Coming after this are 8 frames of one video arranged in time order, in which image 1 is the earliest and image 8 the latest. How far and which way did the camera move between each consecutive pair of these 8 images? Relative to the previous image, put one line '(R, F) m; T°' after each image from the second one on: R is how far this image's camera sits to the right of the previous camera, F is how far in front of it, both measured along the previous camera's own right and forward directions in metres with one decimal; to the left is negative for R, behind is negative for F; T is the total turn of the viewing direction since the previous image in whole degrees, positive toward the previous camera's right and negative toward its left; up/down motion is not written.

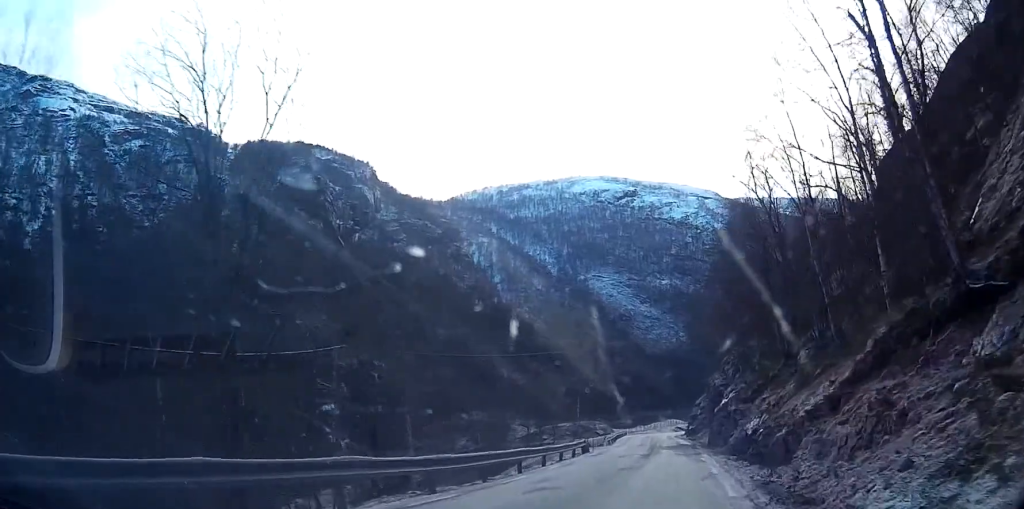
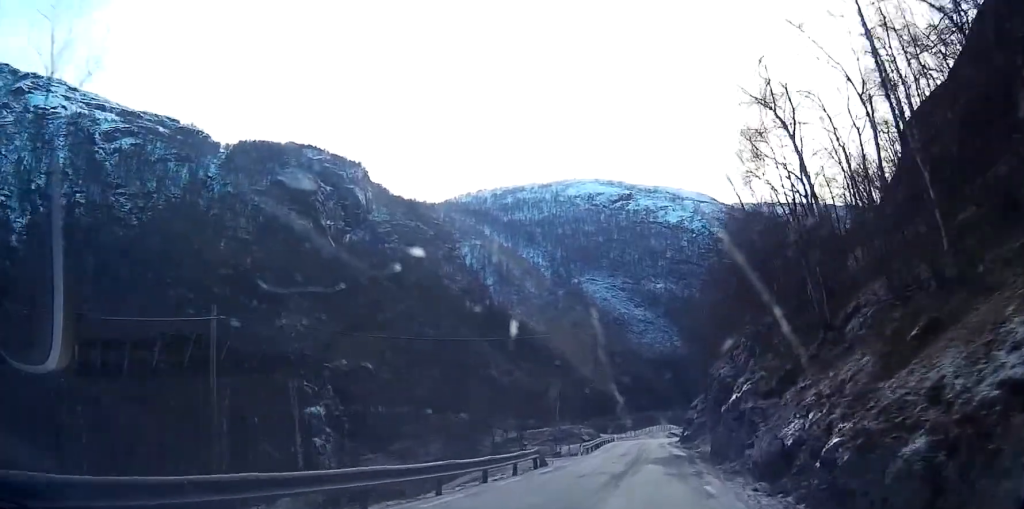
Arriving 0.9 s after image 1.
(+0.2, +11.3) m; +1°
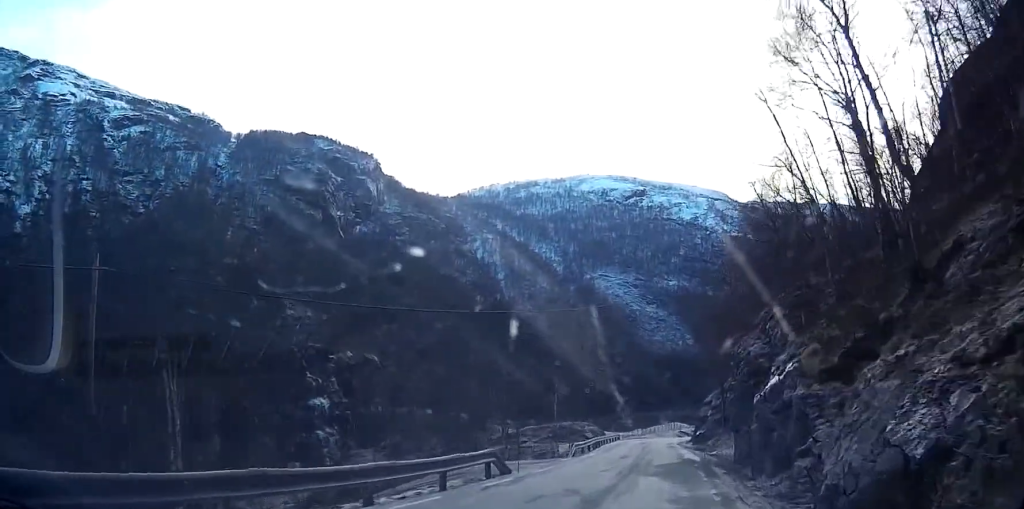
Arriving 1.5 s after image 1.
(0.0, +8.4) m; 0°
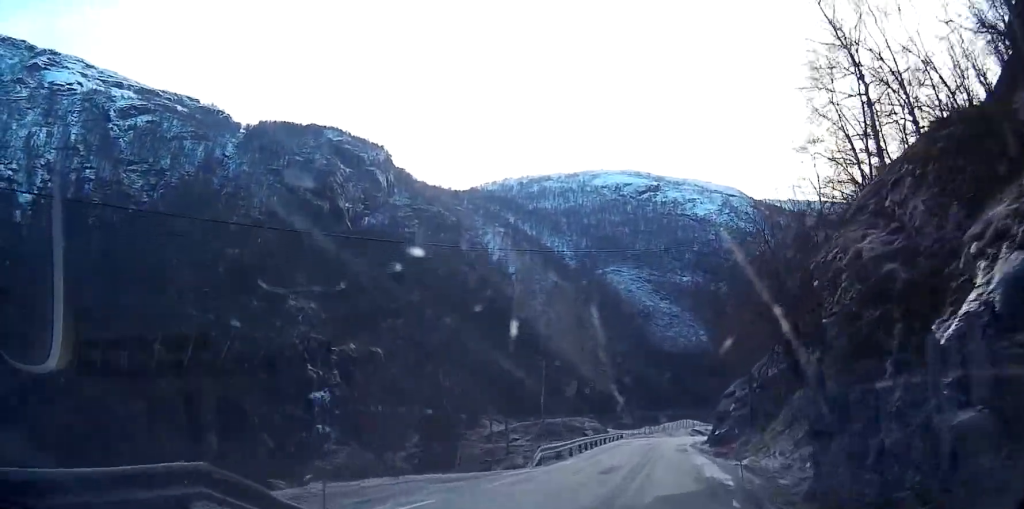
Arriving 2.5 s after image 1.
(-0.1, +13.1) m; -2°
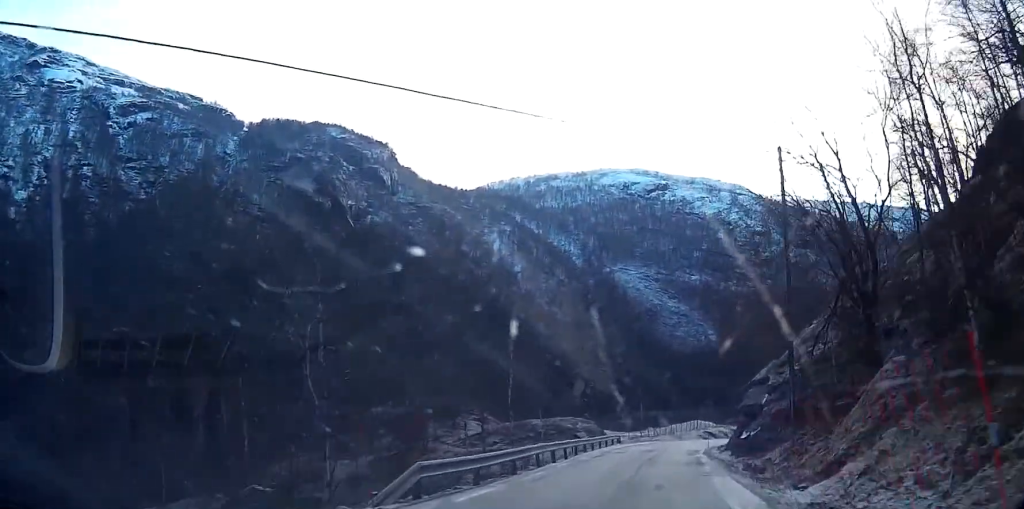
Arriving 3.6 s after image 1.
(-0.5, +14.0) m; -2°
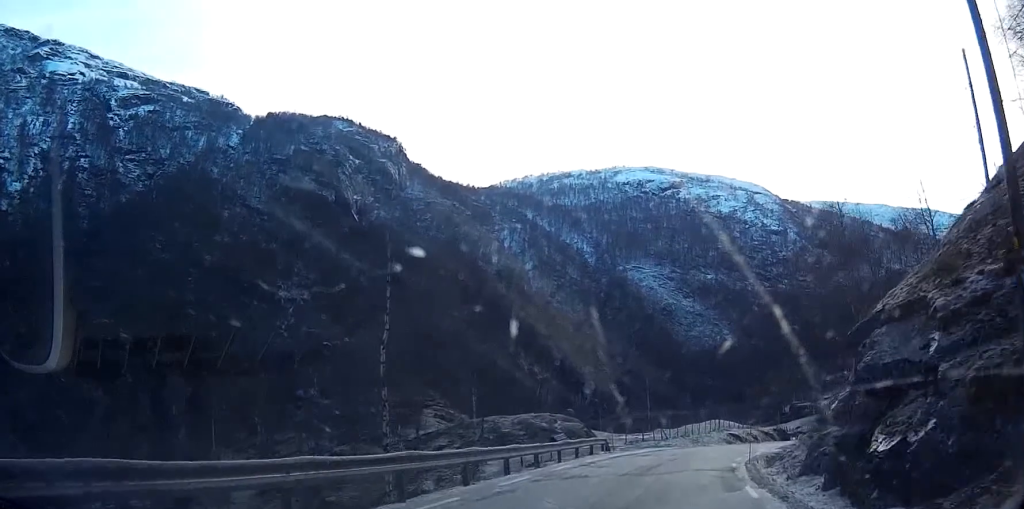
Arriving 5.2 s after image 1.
(+0.2, +21.2) m; +2°
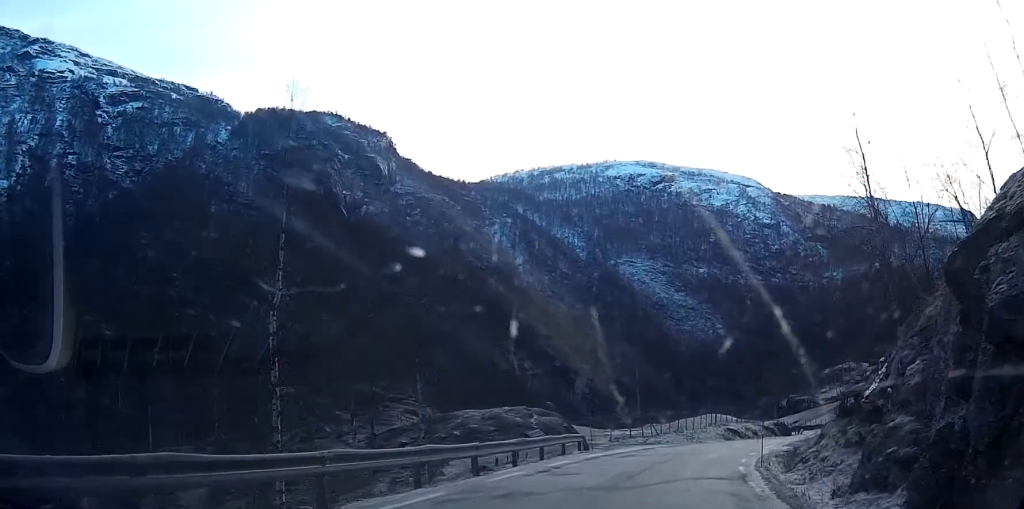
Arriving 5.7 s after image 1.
(0.0, +6.4) m; +1°
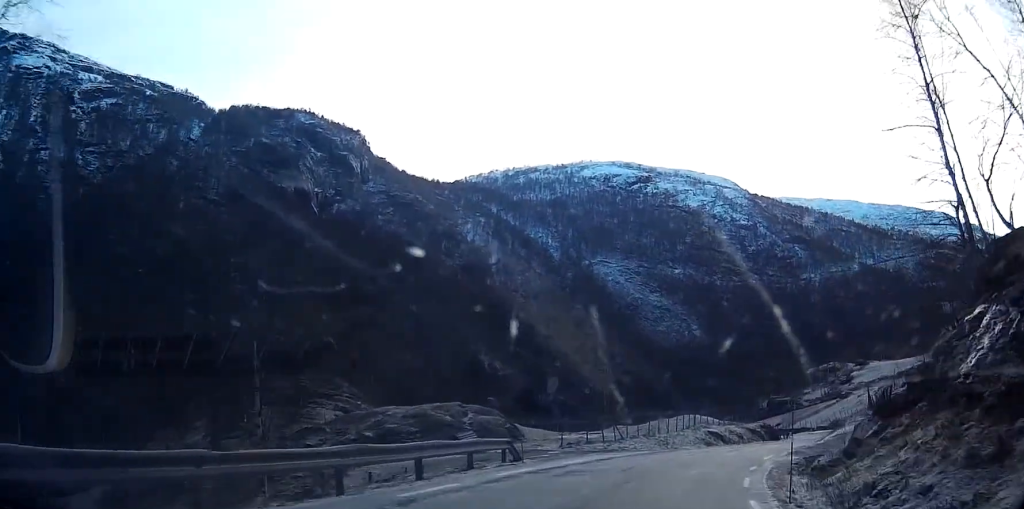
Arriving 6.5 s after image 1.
(+0.2, +10.0) m; +1°
